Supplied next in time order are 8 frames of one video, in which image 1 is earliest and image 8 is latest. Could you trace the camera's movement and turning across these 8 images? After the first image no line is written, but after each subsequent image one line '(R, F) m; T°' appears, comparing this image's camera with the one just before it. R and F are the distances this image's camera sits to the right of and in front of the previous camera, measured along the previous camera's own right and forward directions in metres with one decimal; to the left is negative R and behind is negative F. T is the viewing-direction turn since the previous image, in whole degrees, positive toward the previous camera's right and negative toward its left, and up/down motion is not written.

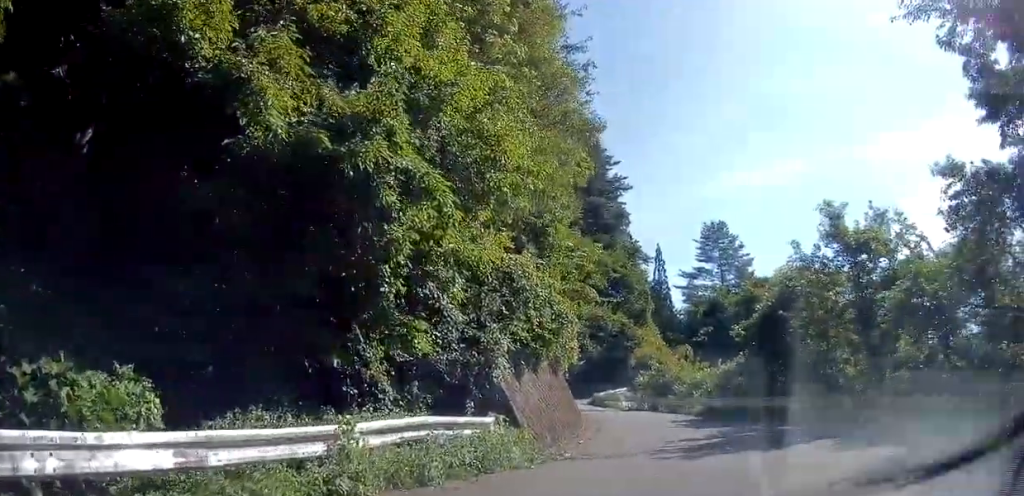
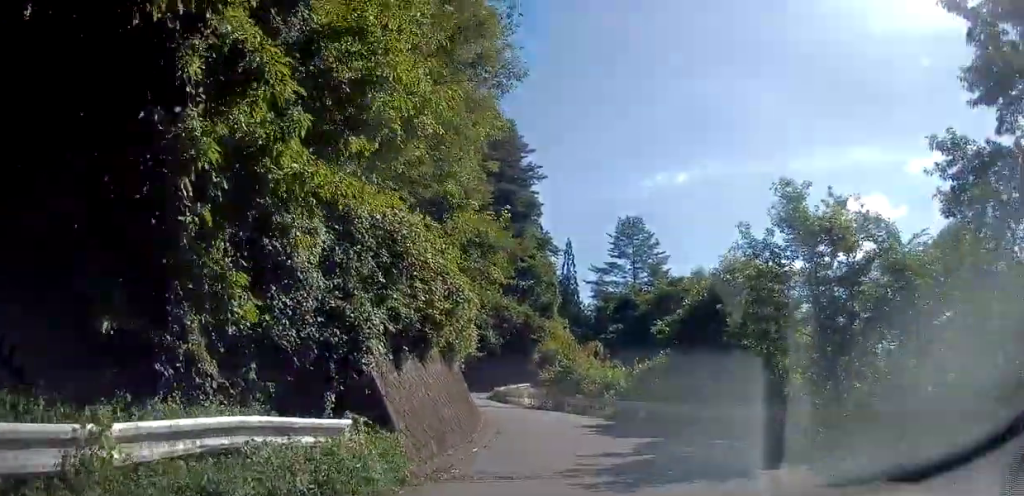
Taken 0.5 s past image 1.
(+0.1, +3.0) m; +2°
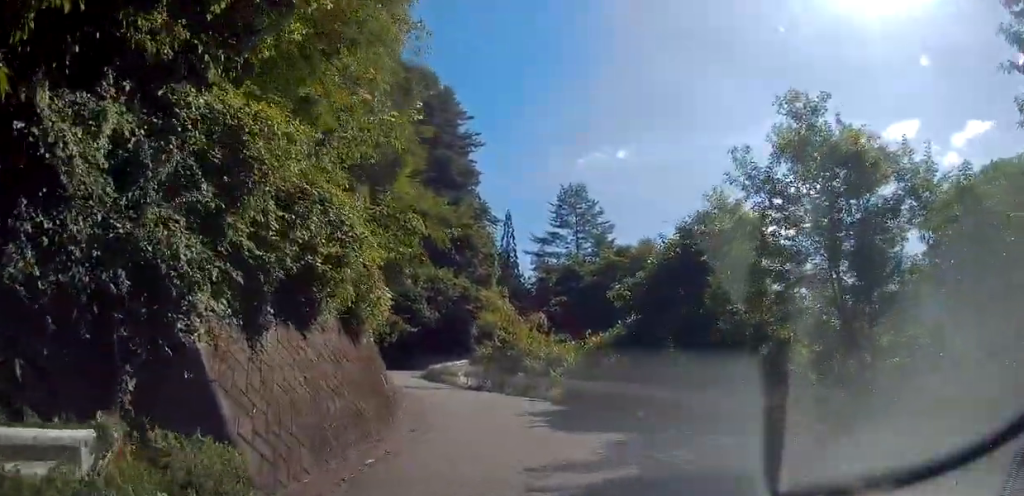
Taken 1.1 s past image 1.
(0.0, +4.1) m; 0°
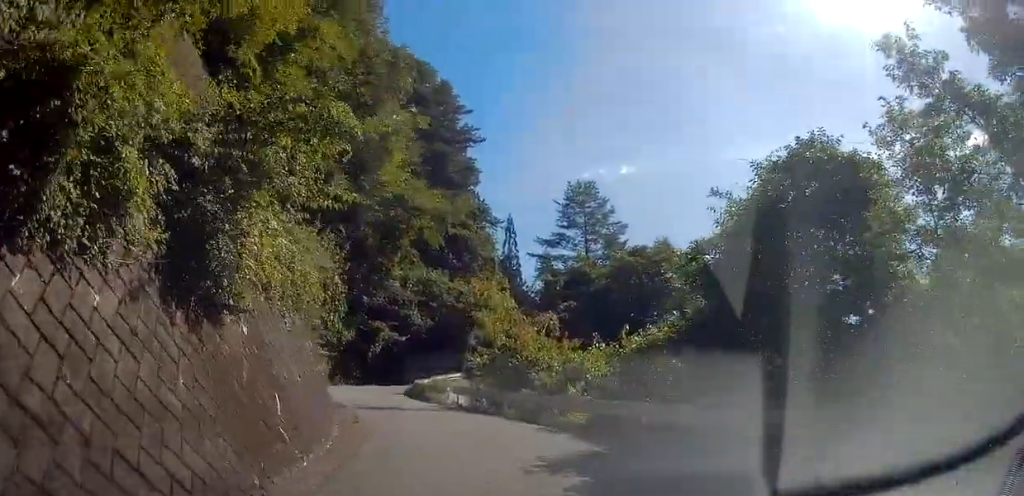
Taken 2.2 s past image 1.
(-0.1, +7.2) m; -3°
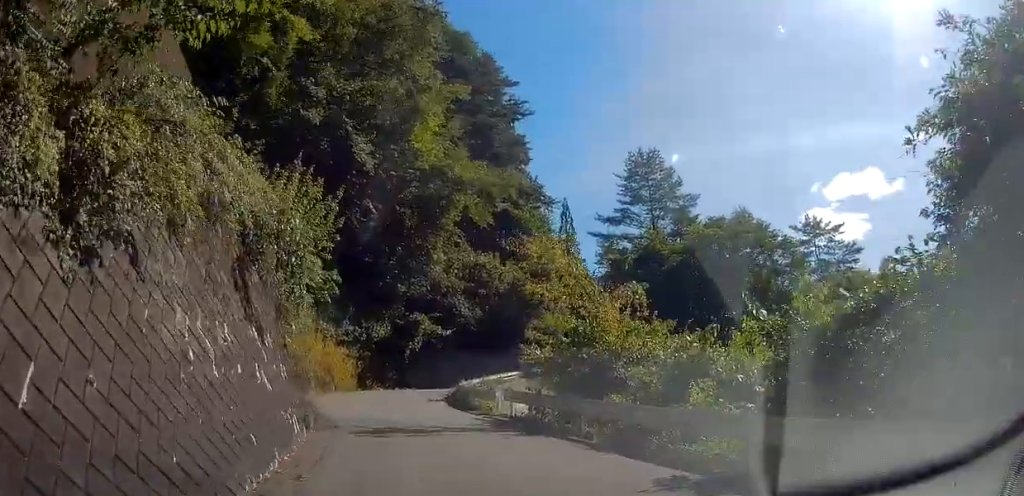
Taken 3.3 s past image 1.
(-0.5, +7.8) m; -9°
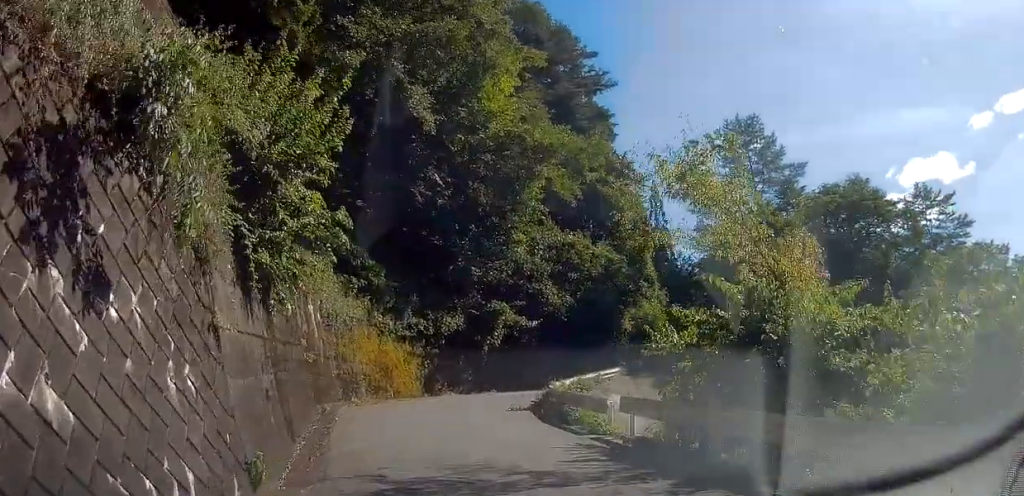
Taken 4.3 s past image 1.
(-0.6, +7.0) m; -5°
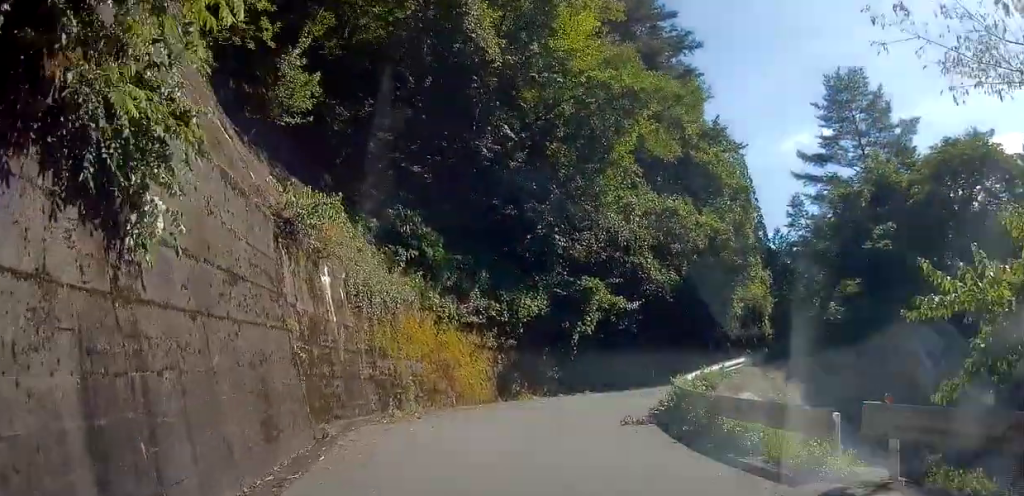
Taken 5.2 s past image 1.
(0.0, +7.0) m; 0°
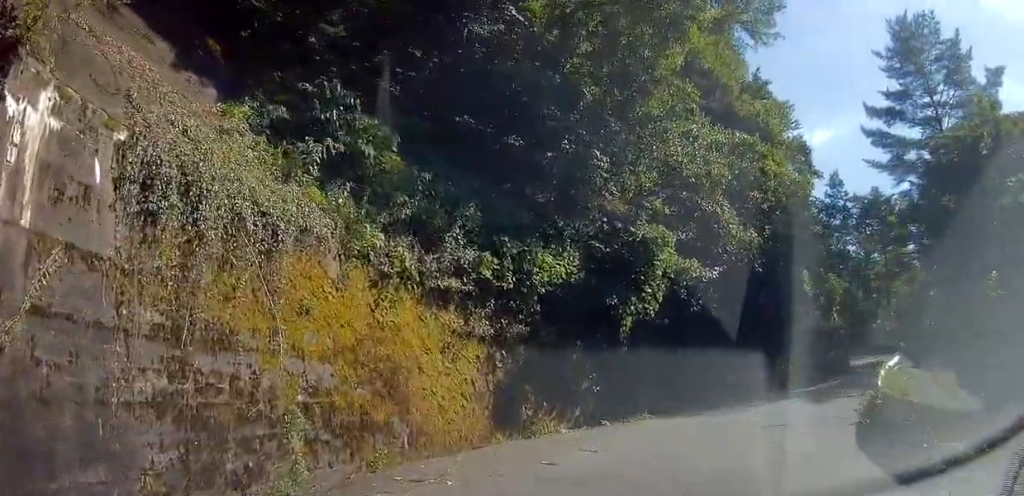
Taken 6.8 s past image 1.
(+0.3, +11.2) m; +13°
